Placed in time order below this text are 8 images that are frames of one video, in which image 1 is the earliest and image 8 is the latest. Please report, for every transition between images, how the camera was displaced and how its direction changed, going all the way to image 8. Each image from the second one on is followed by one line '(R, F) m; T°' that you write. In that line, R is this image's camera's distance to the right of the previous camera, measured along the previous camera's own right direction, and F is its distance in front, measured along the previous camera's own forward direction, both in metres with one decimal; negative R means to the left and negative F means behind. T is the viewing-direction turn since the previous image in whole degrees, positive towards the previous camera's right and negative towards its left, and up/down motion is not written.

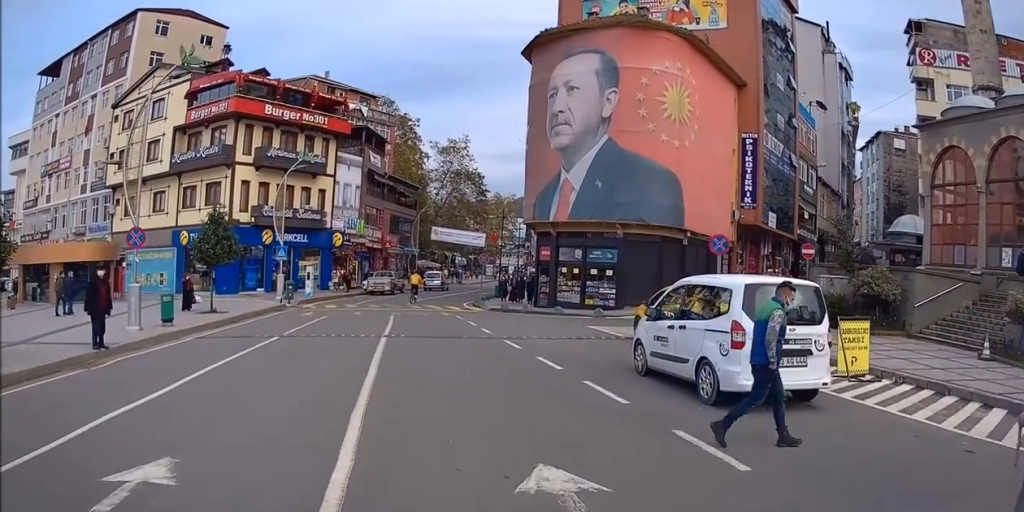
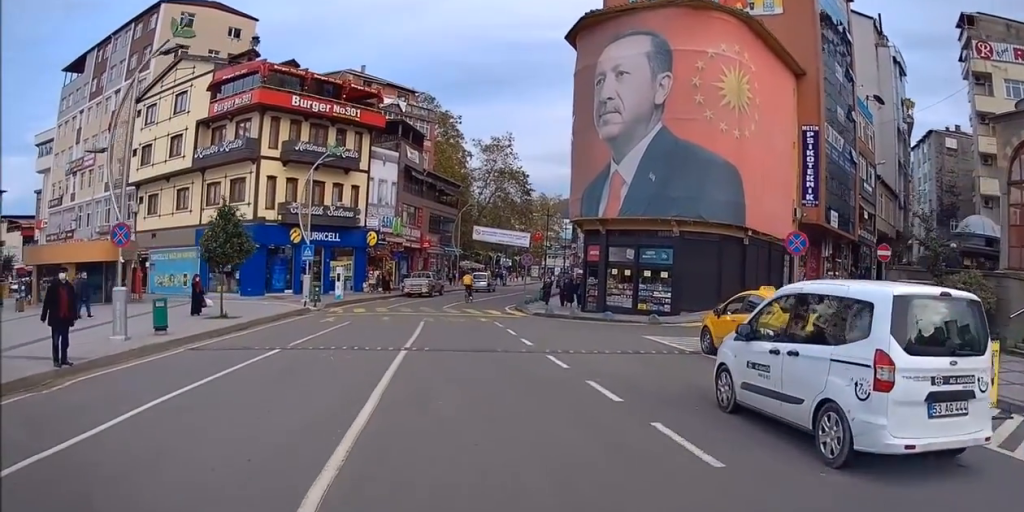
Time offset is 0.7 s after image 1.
(+0.3, +3.6) m; 0°
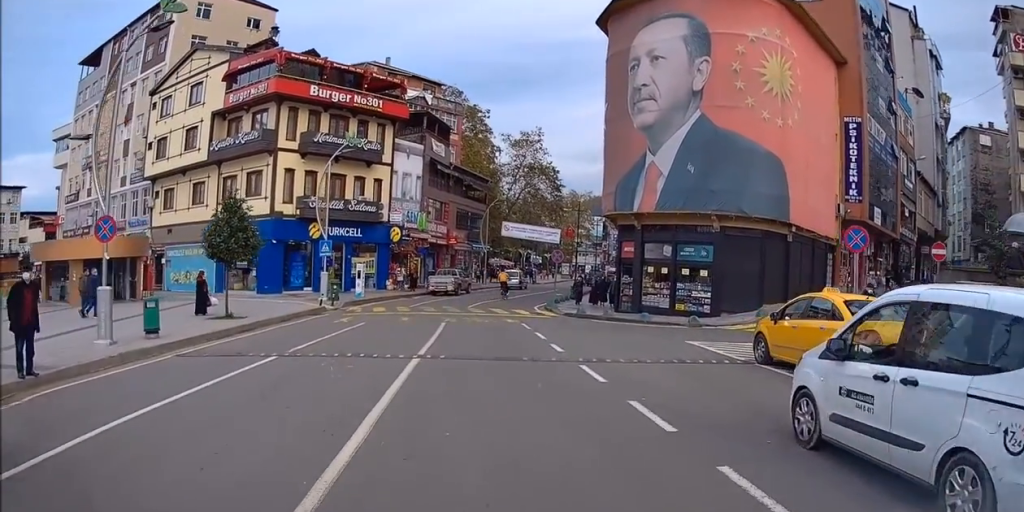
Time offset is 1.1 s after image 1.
(-0.1, +2.2) m; -3°
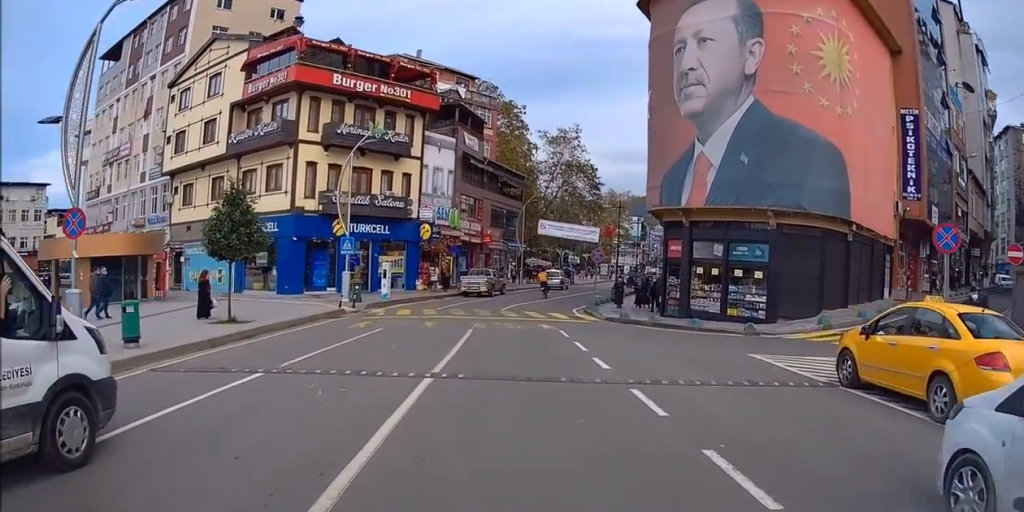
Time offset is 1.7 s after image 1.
(-0.1, +2.8) m; -5°
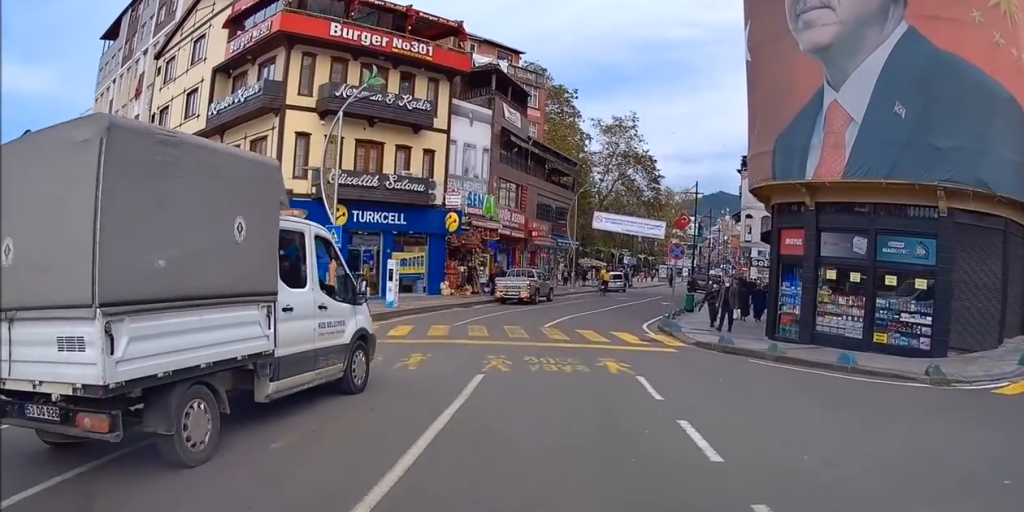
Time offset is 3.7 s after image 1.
(-1.5, +9.1) m; -16°
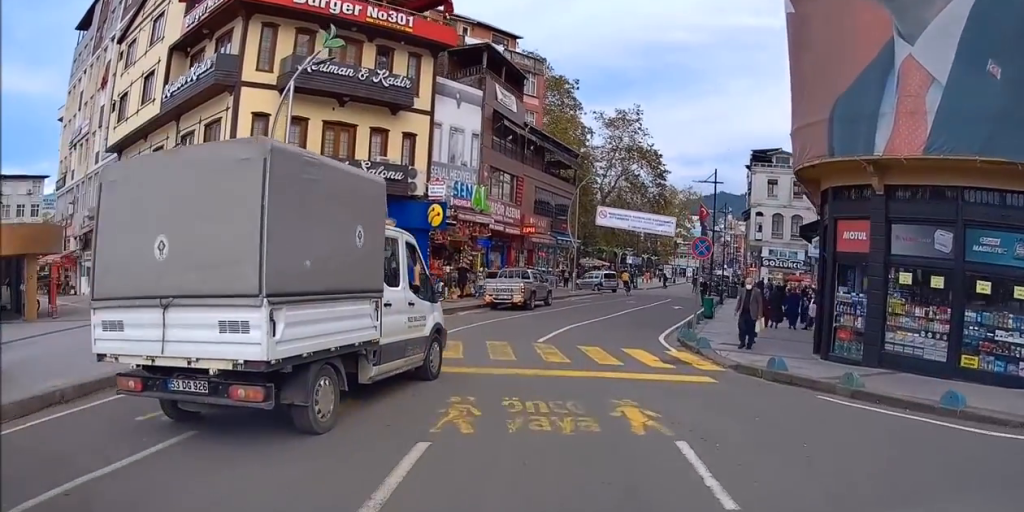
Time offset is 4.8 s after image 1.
(-0.1, +4.6) m; -1°
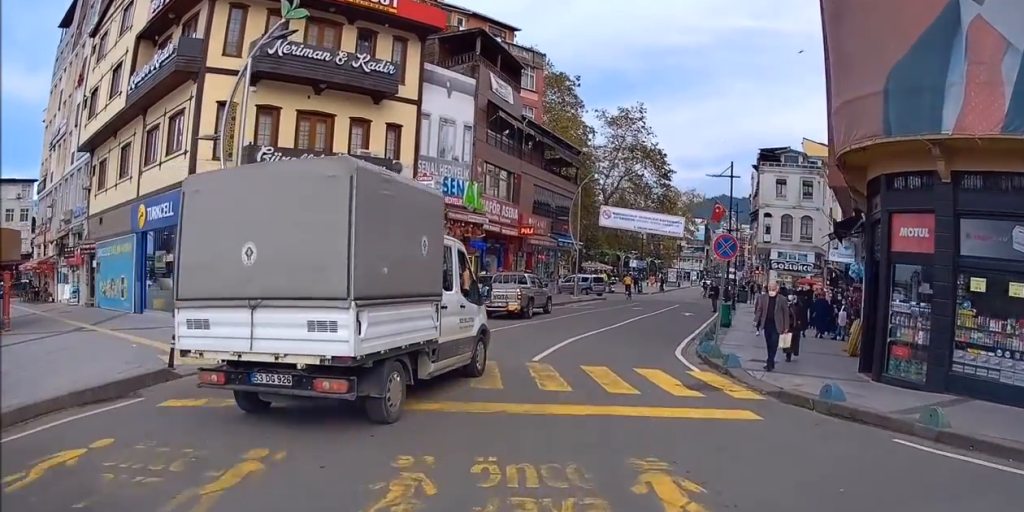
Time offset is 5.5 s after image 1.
(0.0, +2.9) m; 0°
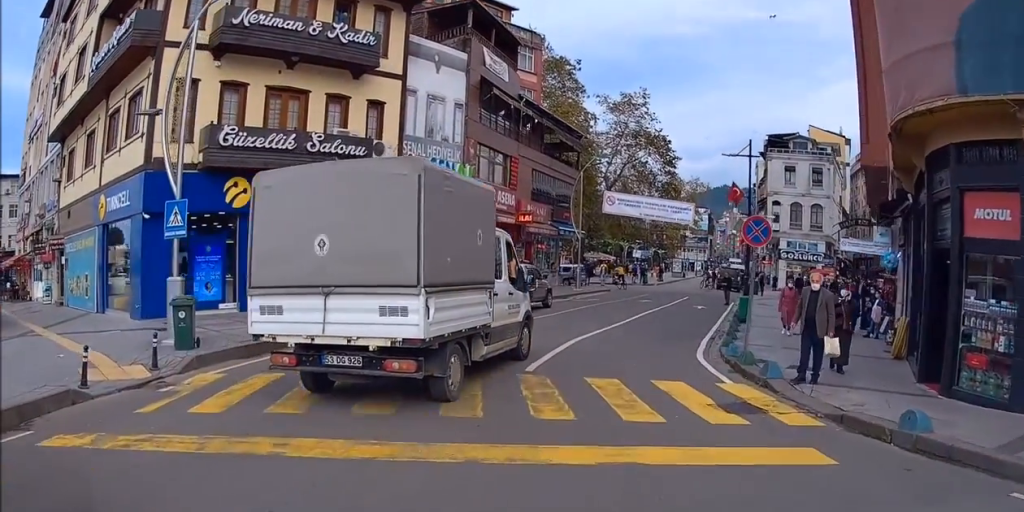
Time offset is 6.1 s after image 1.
(0.0, +2.7) m; -2°
